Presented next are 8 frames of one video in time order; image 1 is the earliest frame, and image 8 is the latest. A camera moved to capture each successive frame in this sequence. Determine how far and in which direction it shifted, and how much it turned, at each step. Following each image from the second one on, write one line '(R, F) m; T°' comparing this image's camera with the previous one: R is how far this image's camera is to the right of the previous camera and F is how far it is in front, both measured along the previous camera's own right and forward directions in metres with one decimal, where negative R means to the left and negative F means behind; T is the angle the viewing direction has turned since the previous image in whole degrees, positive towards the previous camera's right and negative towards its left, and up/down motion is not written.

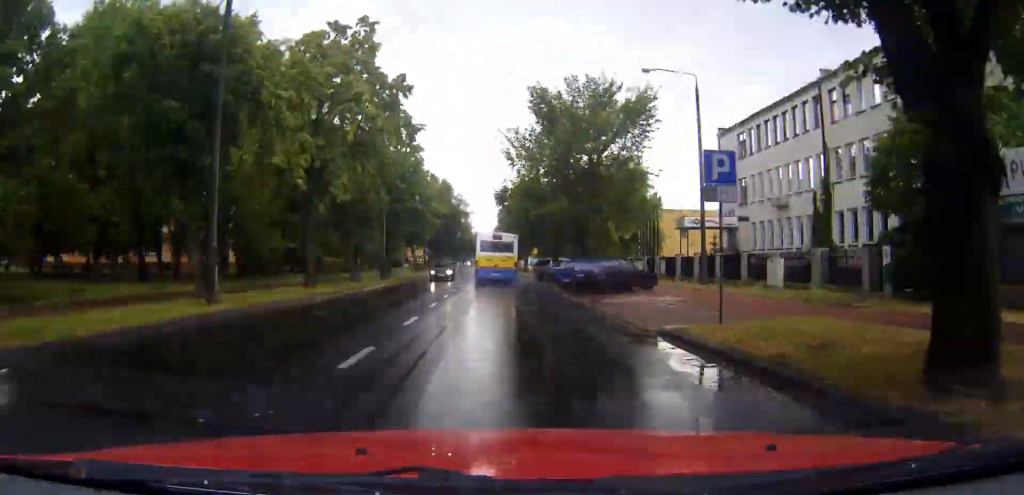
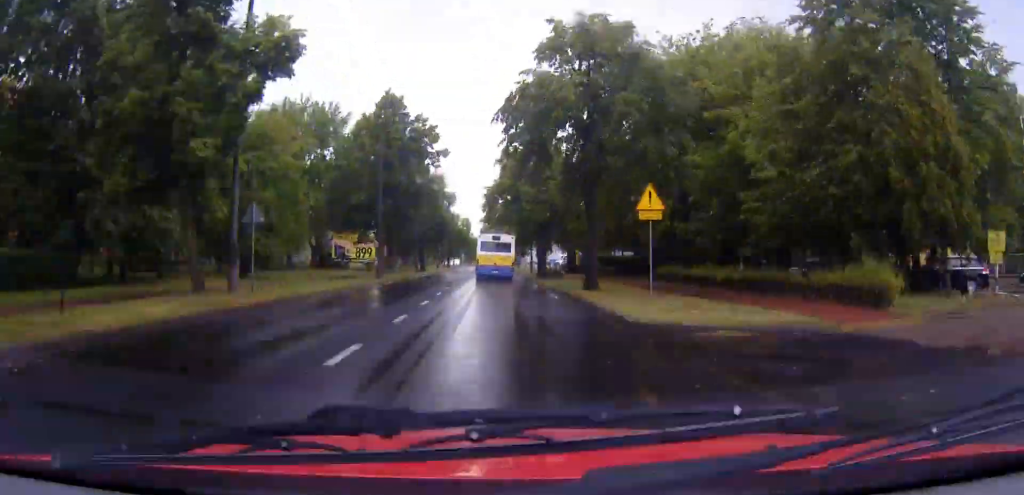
(+0.6, +58.0) m; +1°
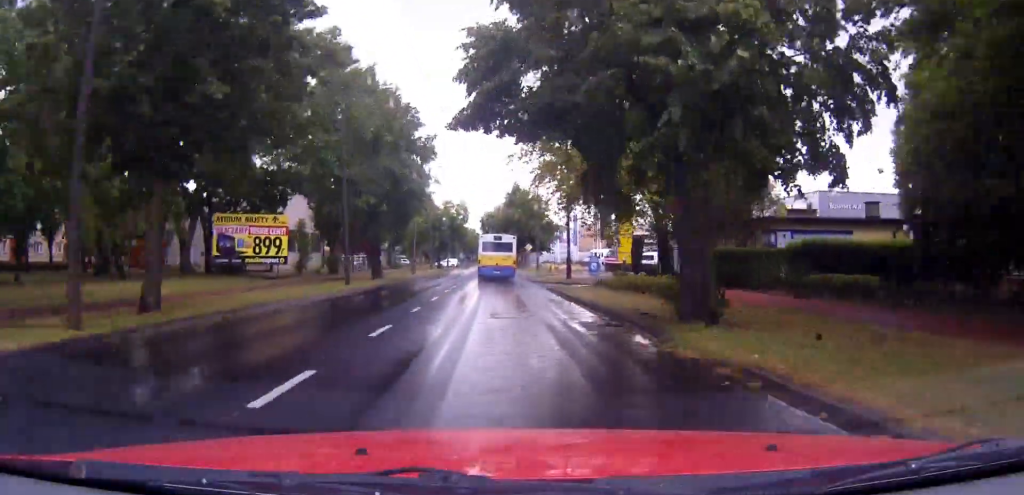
(-0.1, +37.9) m; -1°
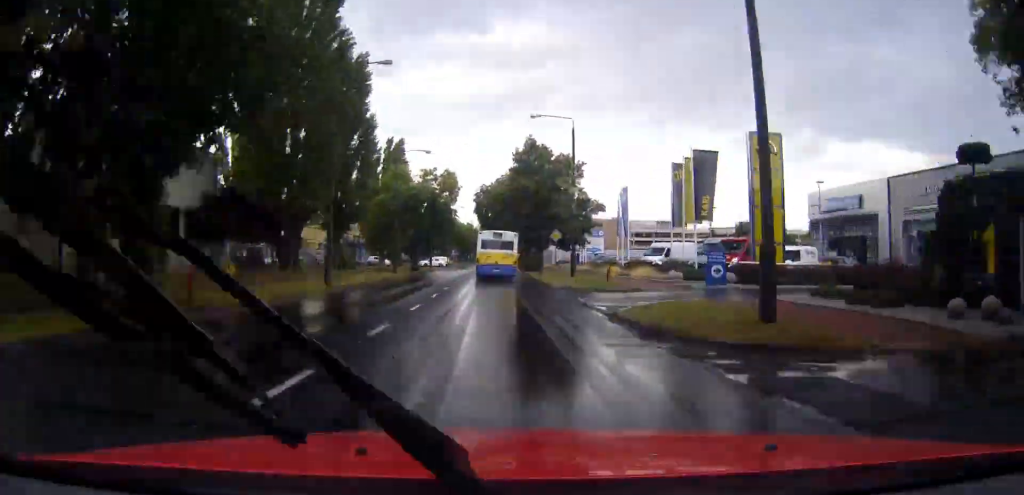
(-0.4, +35.9) m; 0°
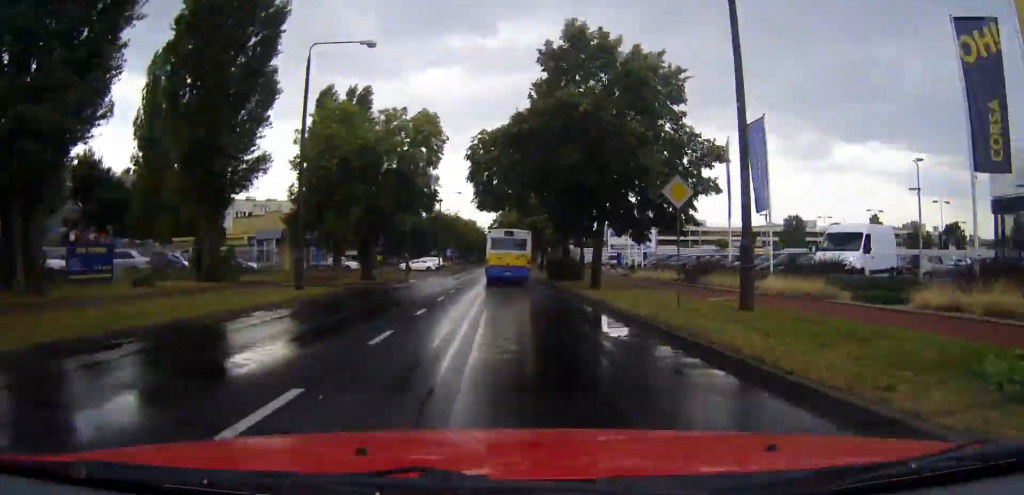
(+0.2, +30.7) m; +1°
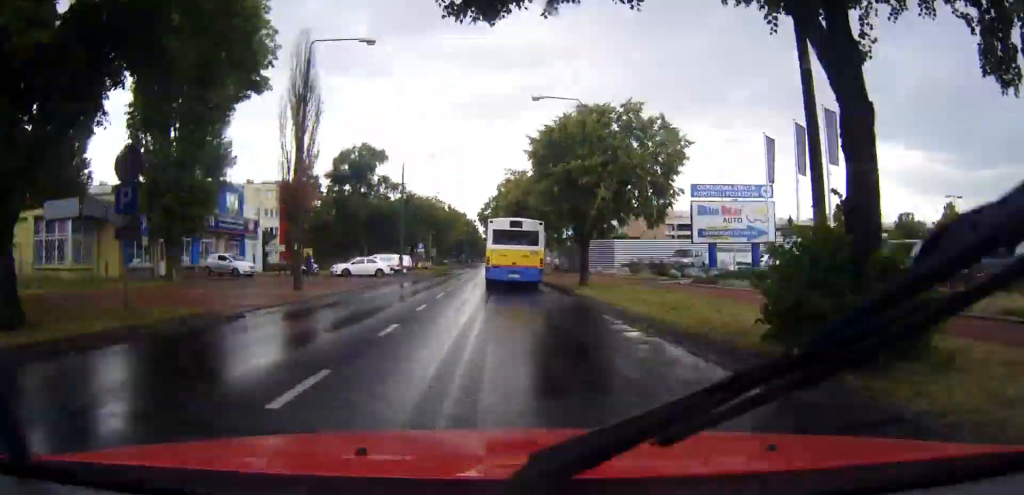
(+0.7, +33.6) m; 0°
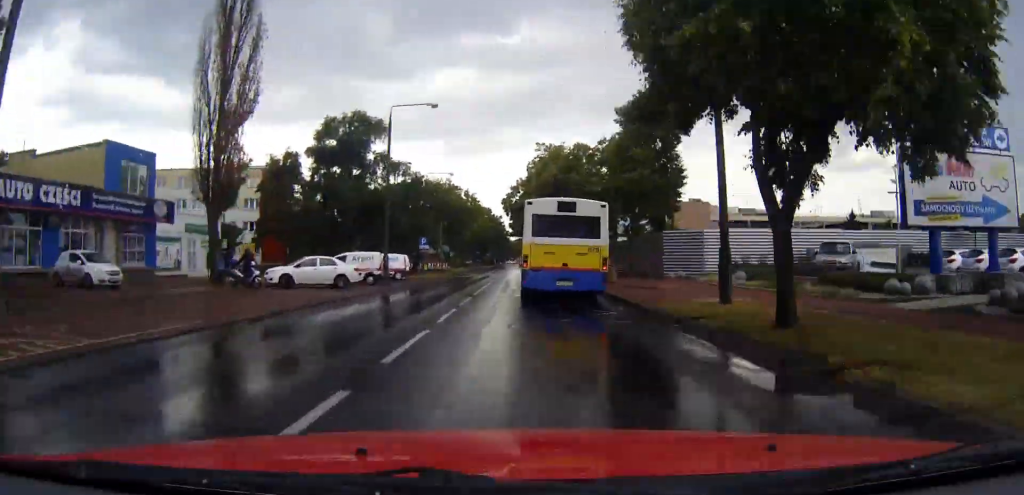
(-0.5, +21.0) m; -2°
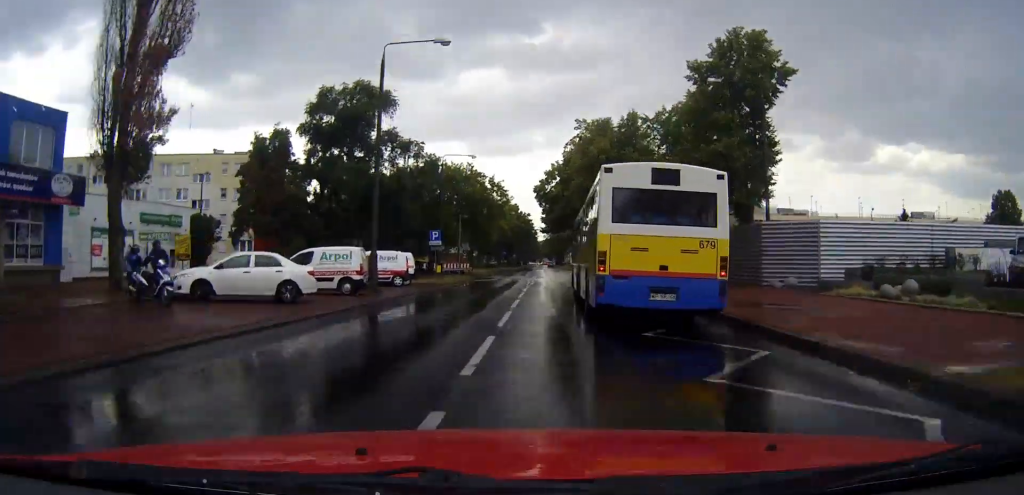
(-0.1, +12.8) m; 0°
